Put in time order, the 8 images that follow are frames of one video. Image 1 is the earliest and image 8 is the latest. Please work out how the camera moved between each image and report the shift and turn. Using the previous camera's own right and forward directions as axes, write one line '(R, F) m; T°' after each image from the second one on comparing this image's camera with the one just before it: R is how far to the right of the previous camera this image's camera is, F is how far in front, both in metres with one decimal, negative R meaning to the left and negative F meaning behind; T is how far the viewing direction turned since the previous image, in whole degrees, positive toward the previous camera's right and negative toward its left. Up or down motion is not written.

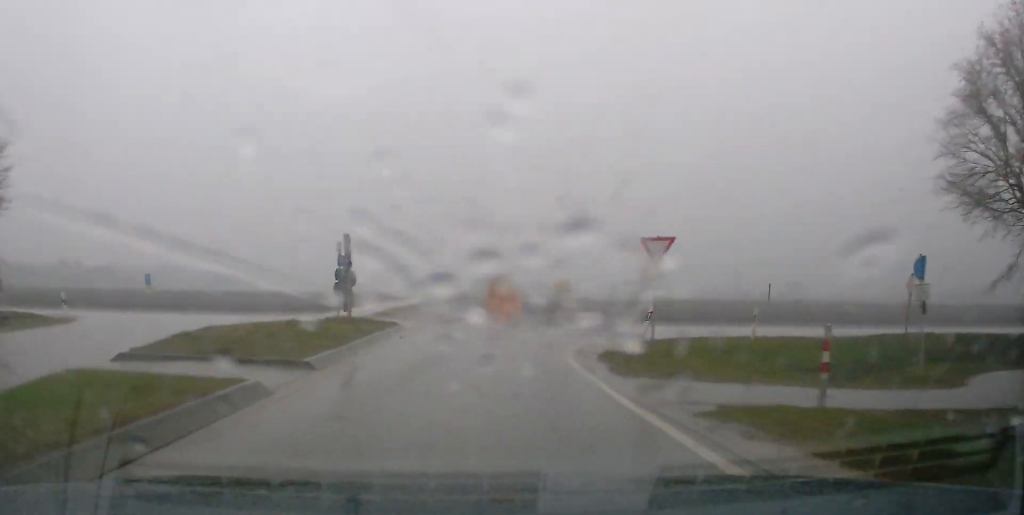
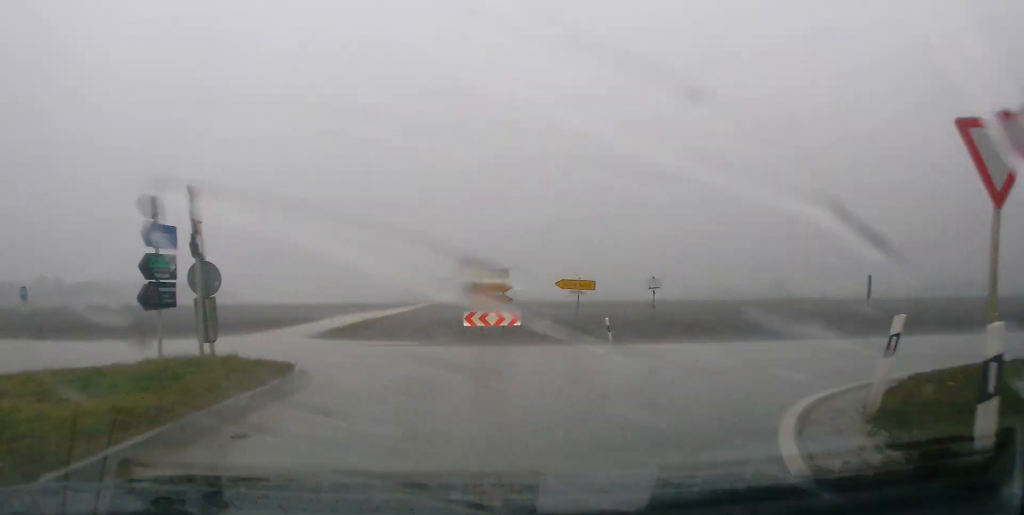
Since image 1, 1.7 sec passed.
(0.0, +11.7) m; -1°
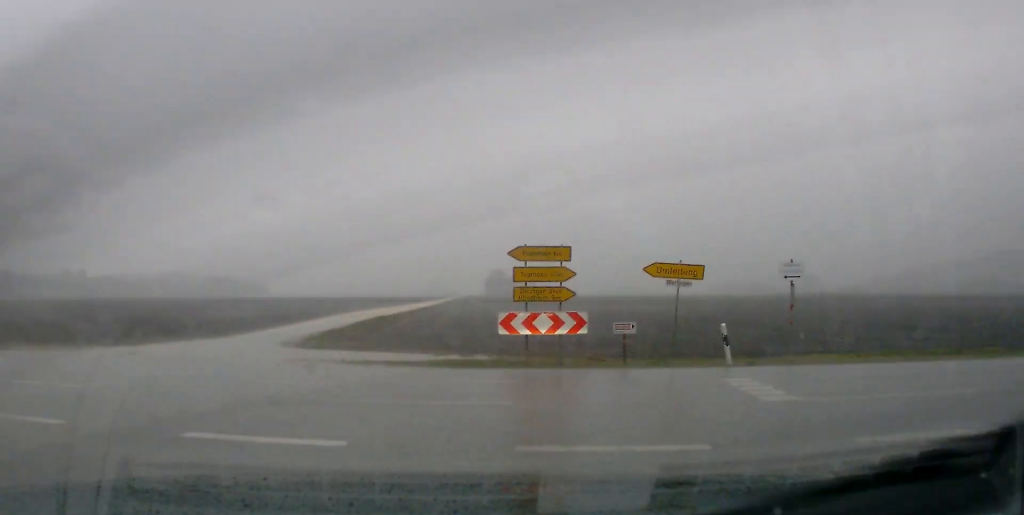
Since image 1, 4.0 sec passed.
(-0.1, +11.9) m; -14°
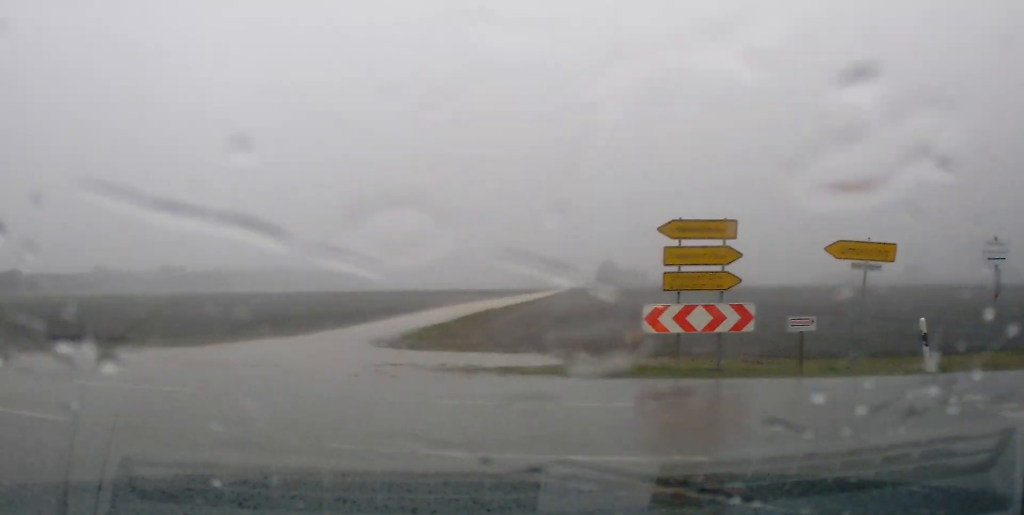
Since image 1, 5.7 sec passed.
(-0.3, +7.6) m; -26°
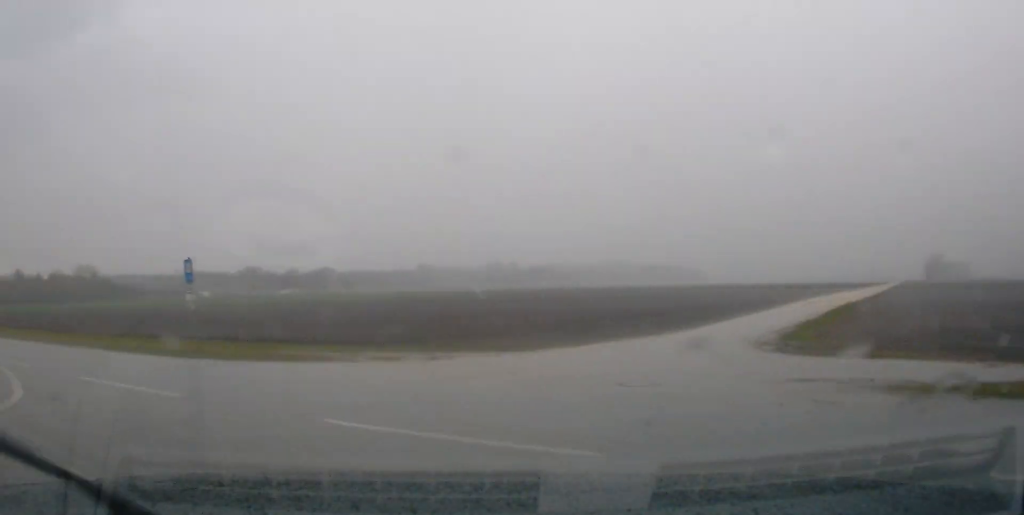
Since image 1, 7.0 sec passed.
(-2.3, +6.6) m; -18°
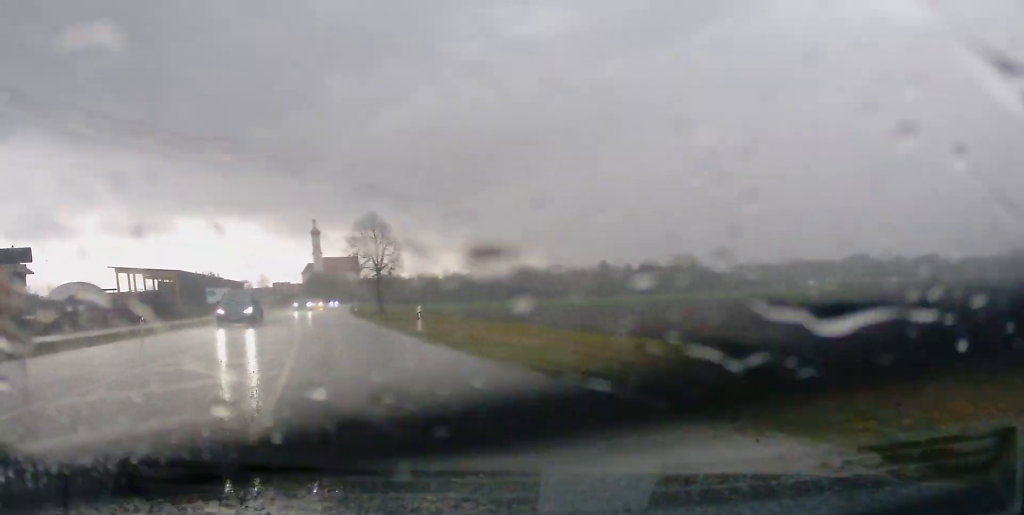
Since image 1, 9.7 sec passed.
(-4.7, +18.6) m; -21°
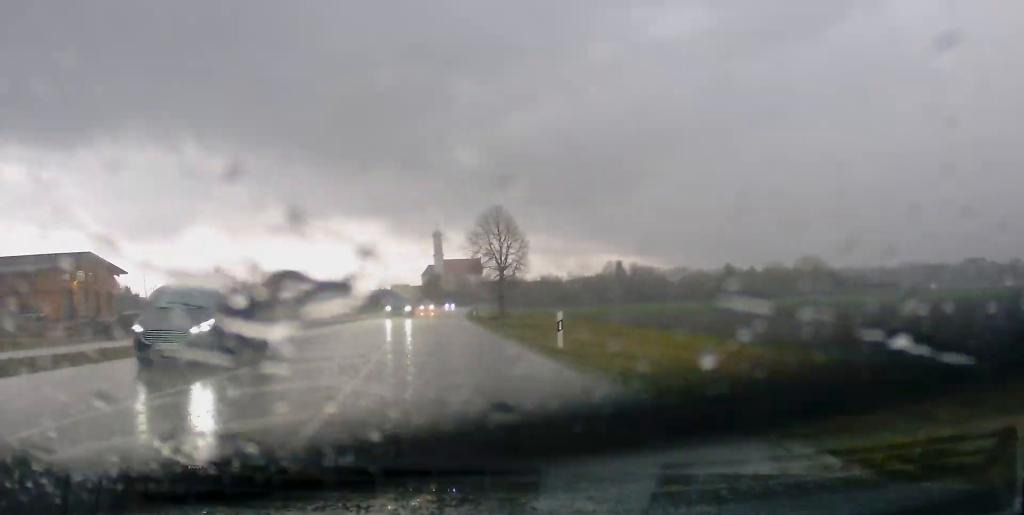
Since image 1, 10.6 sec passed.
(-0.4, +8.7) m; -3°
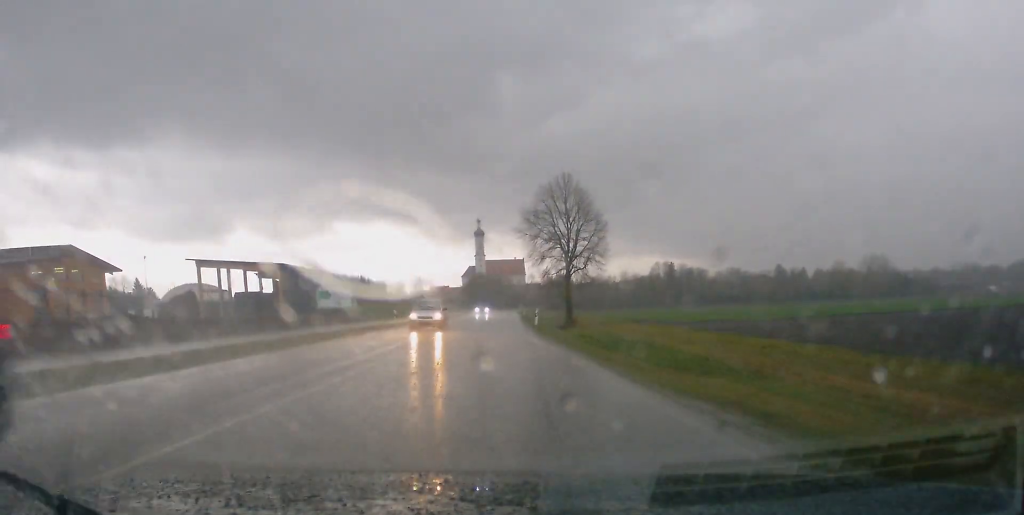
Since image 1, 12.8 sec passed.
(-1.2, +23.2) m; -2°
